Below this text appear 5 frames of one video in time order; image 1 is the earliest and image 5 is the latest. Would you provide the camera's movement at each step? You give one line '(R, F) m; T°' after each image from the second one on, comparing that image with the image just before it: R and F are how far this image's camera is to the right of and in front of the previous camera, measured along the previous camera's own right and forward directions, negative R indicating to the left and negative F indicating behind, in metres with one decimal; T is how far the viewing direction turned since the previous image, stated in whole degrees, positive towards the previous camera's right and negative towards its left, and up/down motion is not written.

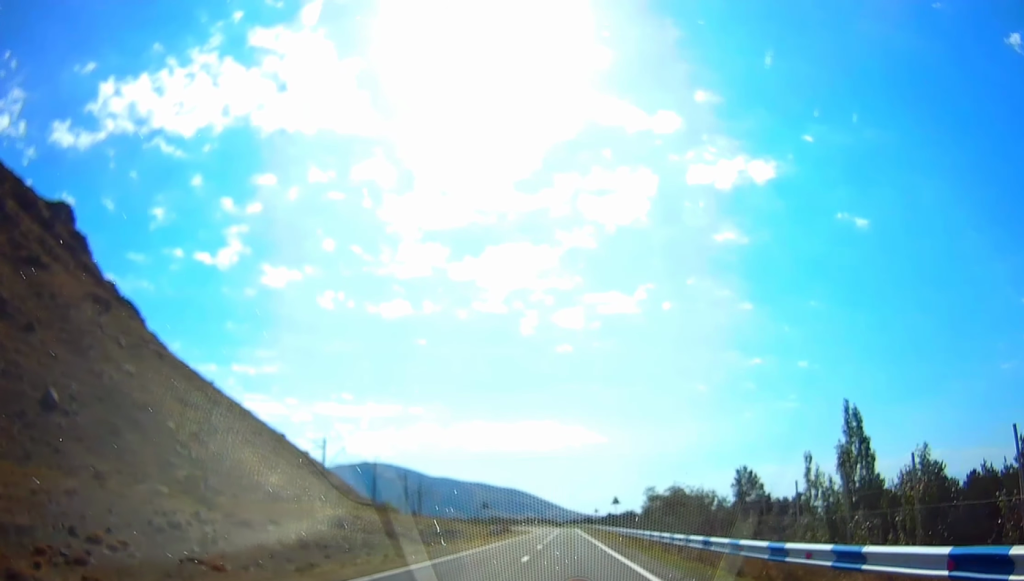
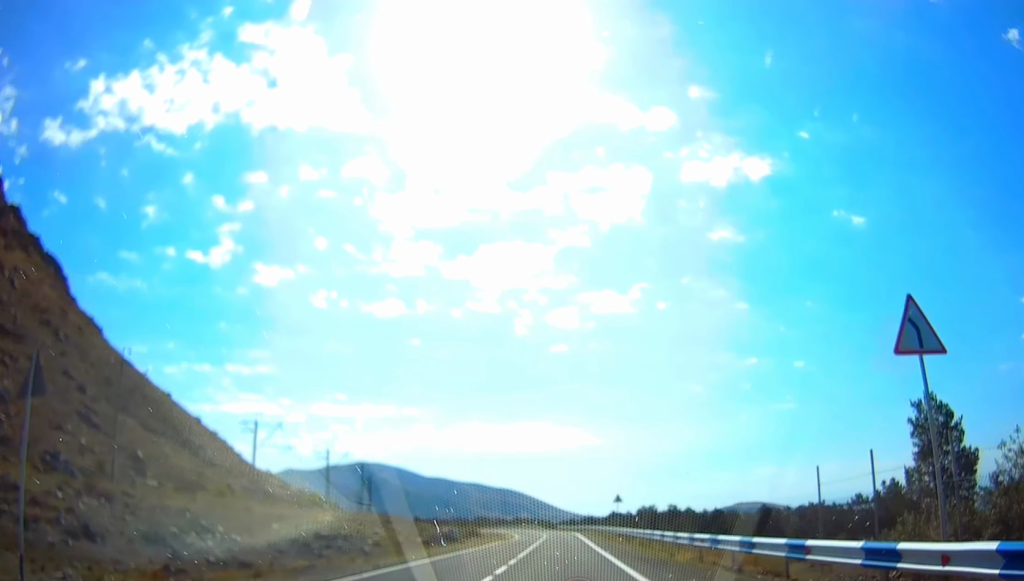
(+0.3, +51.9) m; 0°
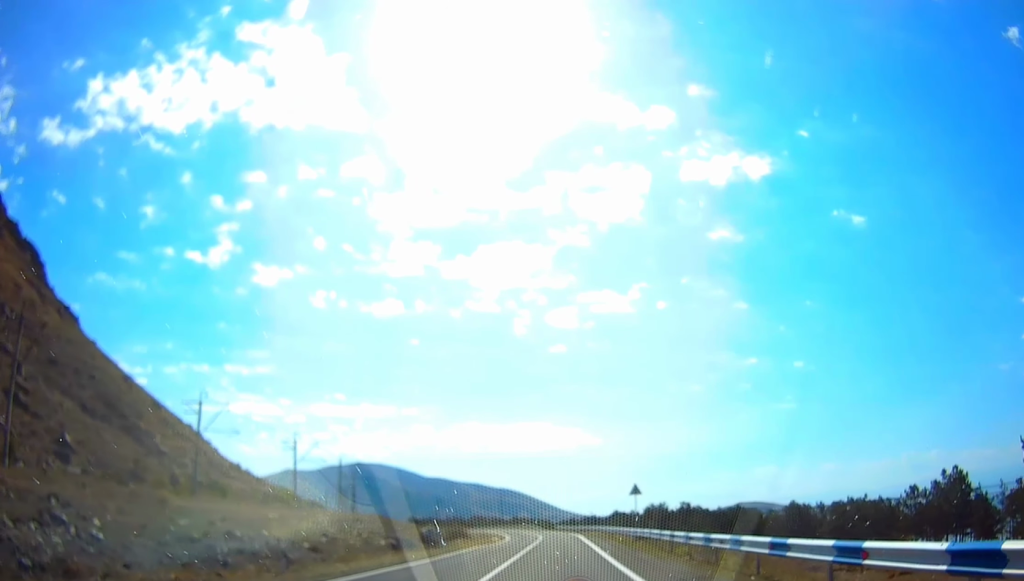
(0.0, +13.7) m; 0°
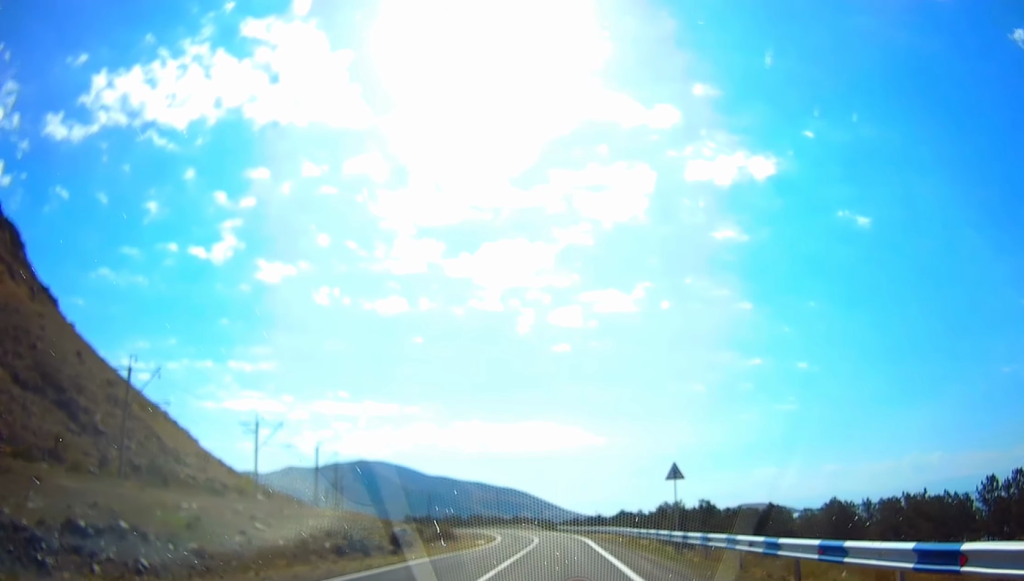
(0.0, +14.4) m; -1°
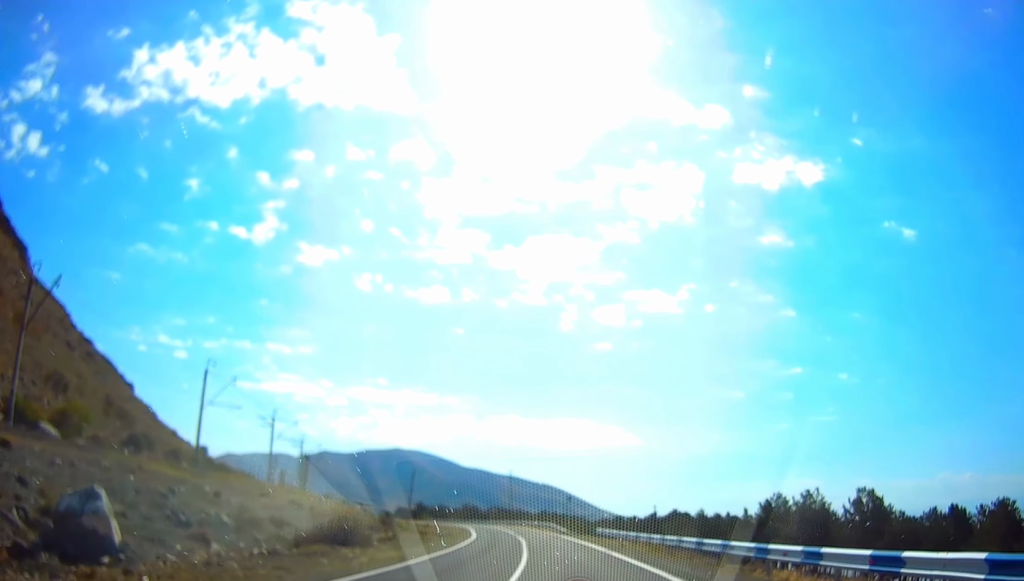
(-1.0, +48.1) m; -1°
